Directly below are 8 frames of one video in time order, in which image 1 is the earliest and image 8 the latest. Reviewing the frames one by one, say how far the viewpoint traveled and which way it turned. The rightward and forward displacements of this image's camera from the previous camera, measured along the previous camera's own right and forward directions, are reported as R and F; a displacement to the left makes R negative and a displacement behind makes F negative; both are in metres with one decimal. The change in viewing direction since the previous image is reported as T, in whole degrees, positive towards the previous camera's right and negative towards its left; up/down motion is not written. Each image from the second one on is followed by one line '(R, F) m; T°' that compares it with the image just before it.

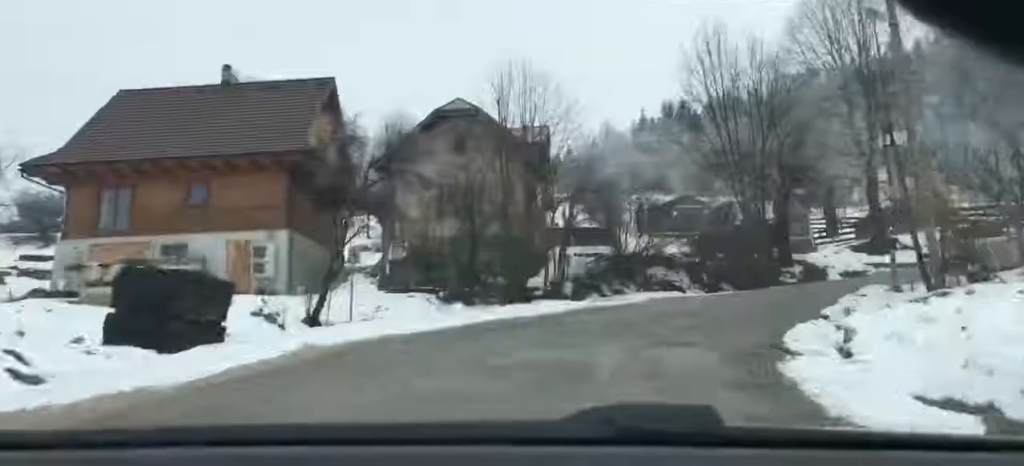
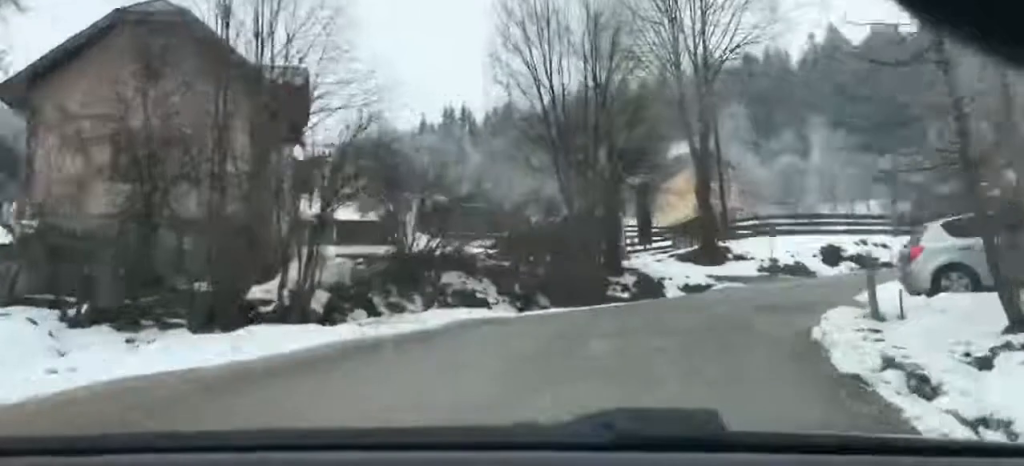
(-0.7, +11.4) m; -3°
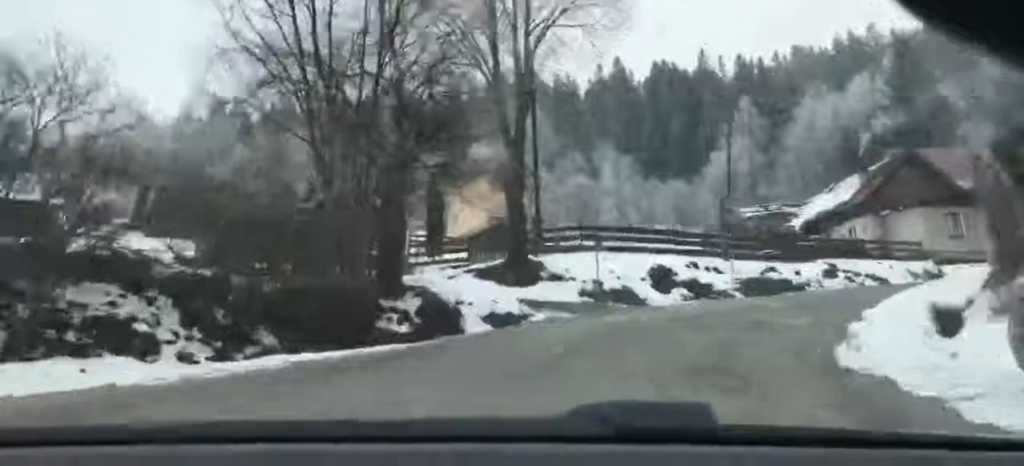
(+0.6, +11.1) m; +9°
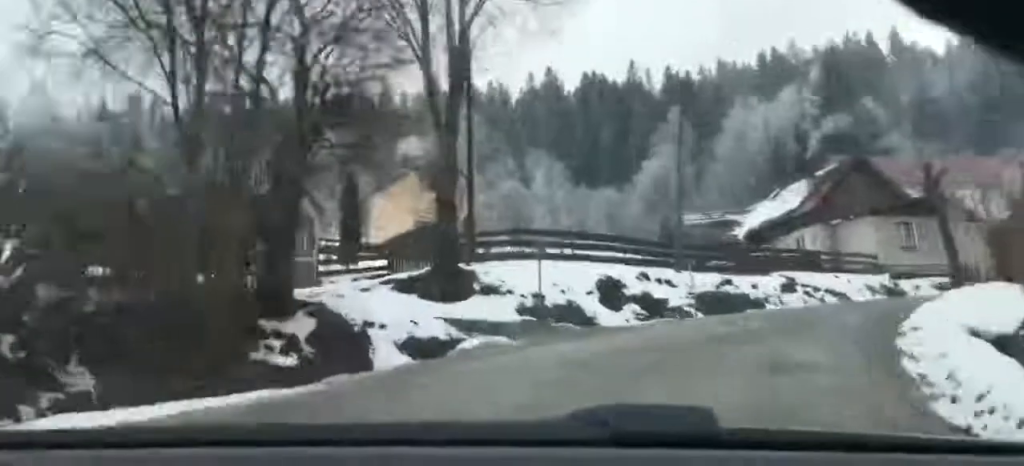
(+0.3, +5.1) m; +7°
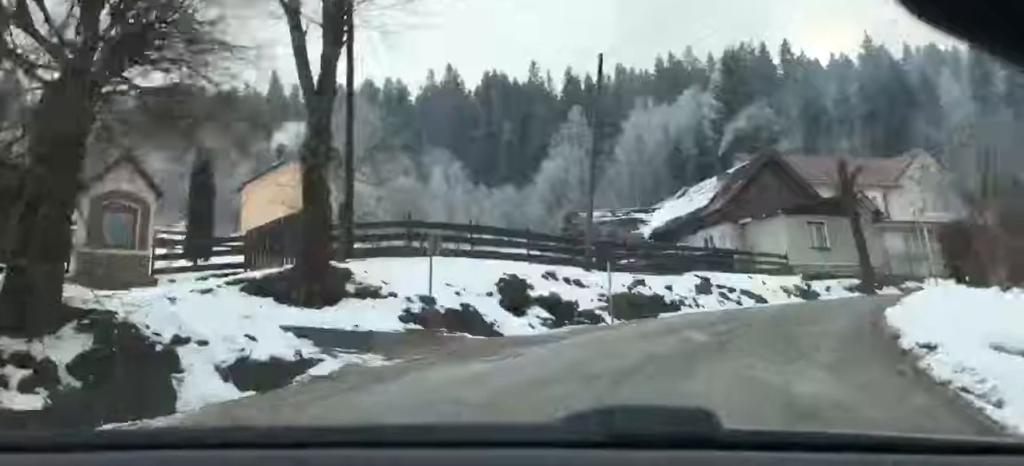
(+0.4, +5.2) m; +6°
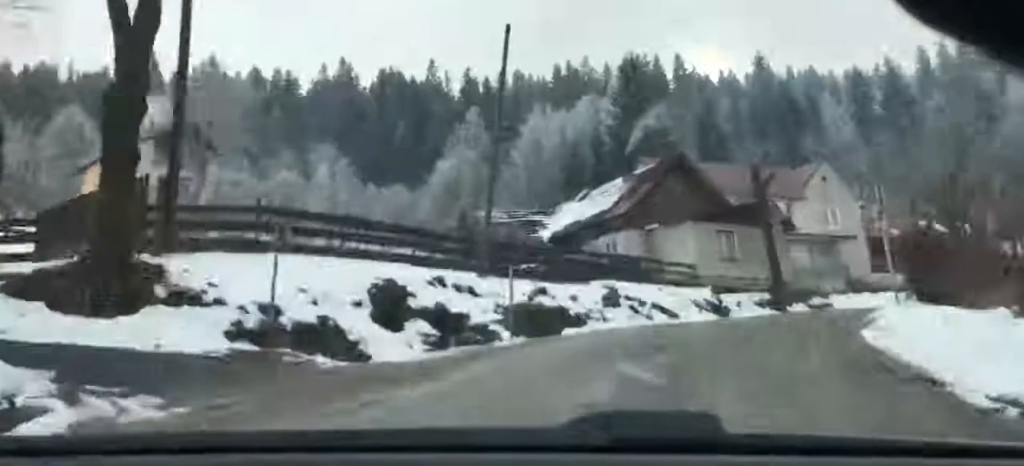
(+0.2, +4.9) m; +6°
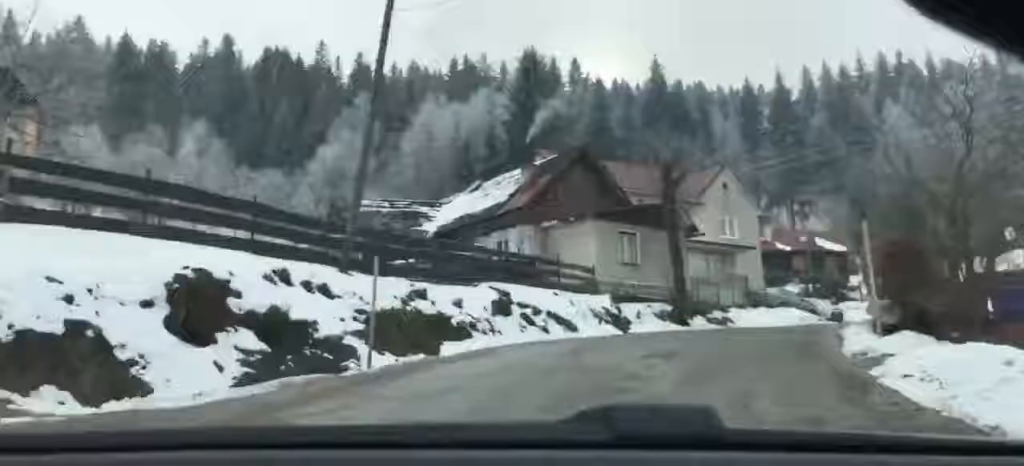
(+0.1, +4.9) m; +7°
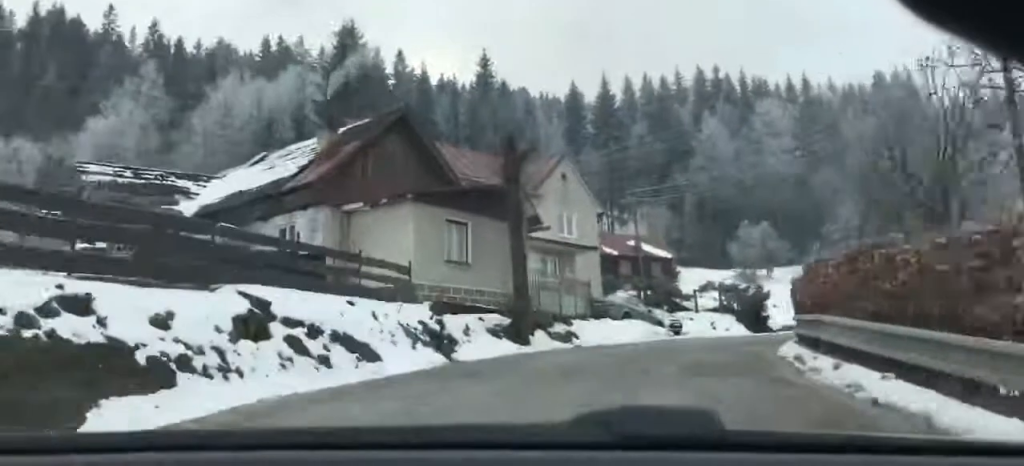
(+1.2, +6.3) m; +19°
